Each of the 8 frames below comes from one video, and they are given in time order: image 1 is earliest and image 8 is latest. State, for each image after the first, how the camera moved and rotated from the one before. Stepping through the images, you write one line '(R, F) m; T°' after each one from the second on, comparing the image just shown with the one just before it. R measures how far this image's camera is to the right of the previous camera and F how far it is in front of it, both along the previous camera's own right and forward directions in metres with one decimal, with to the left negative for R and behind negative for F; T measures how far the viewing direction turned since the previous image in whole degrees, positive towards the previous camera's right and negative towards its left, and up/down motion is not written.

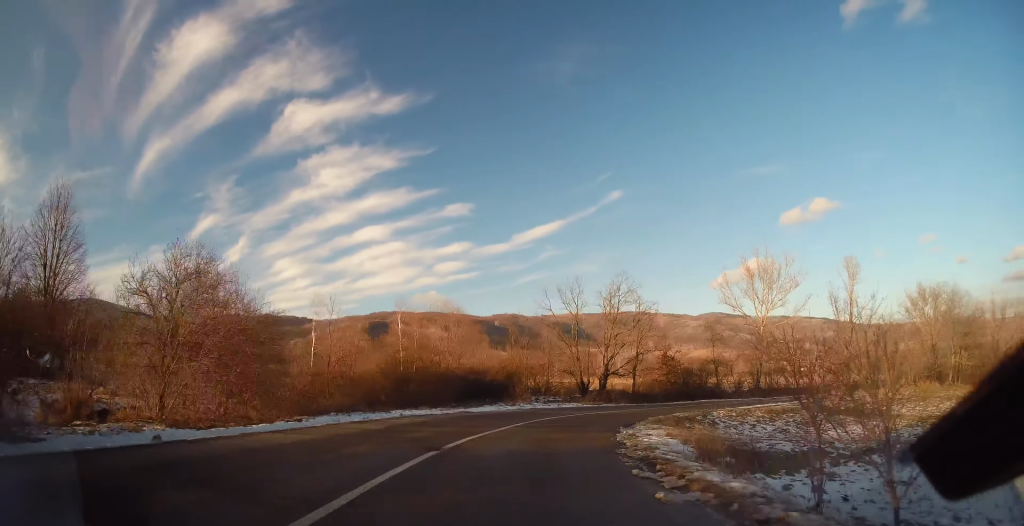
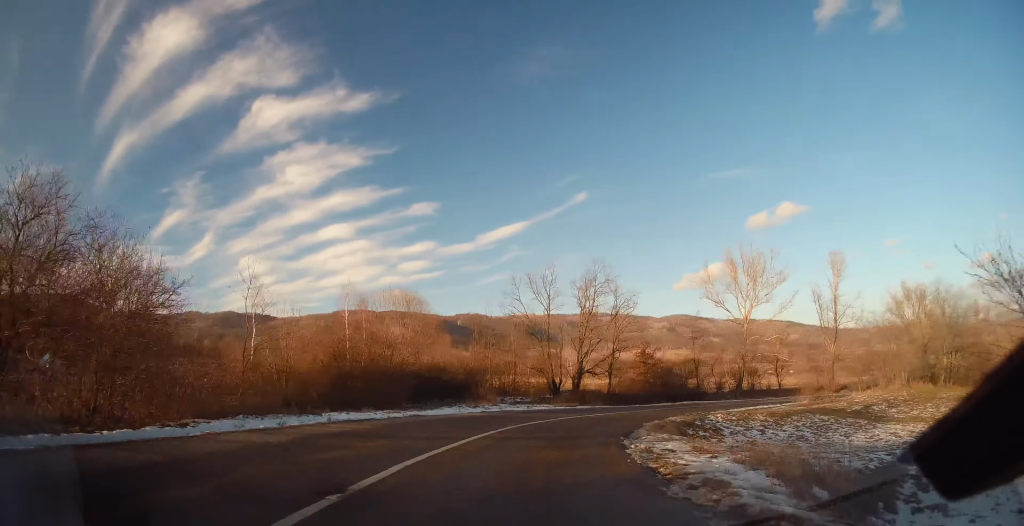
(+0.4, +5.5) m; +4°
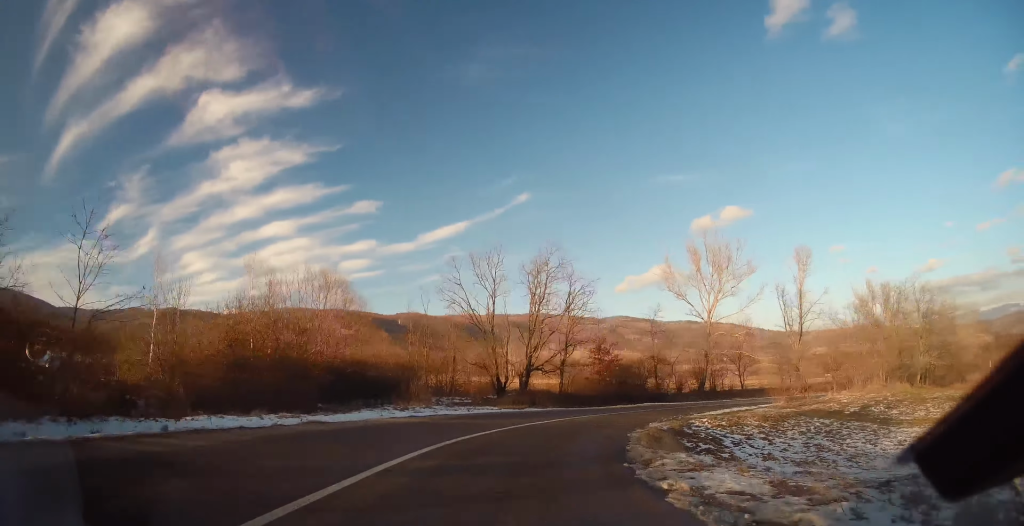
(+0.1, +6.4) m; +5°
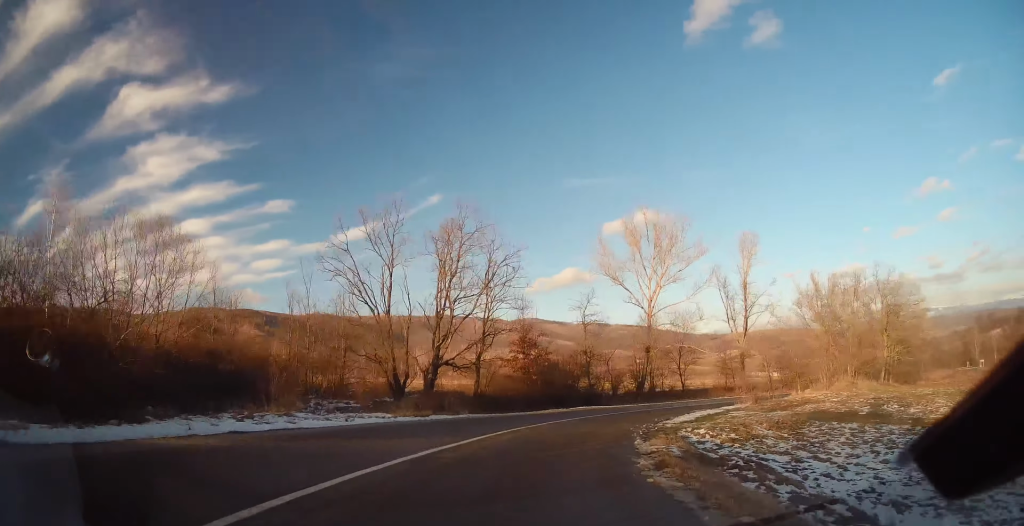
(+0.9, +9.6) m; +10°
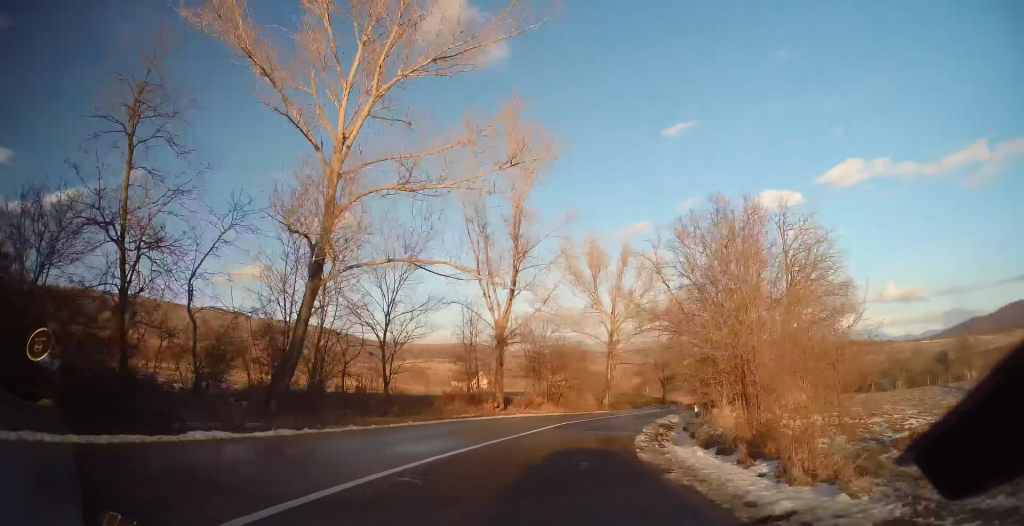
(+10.5, +34.3) m; +32°
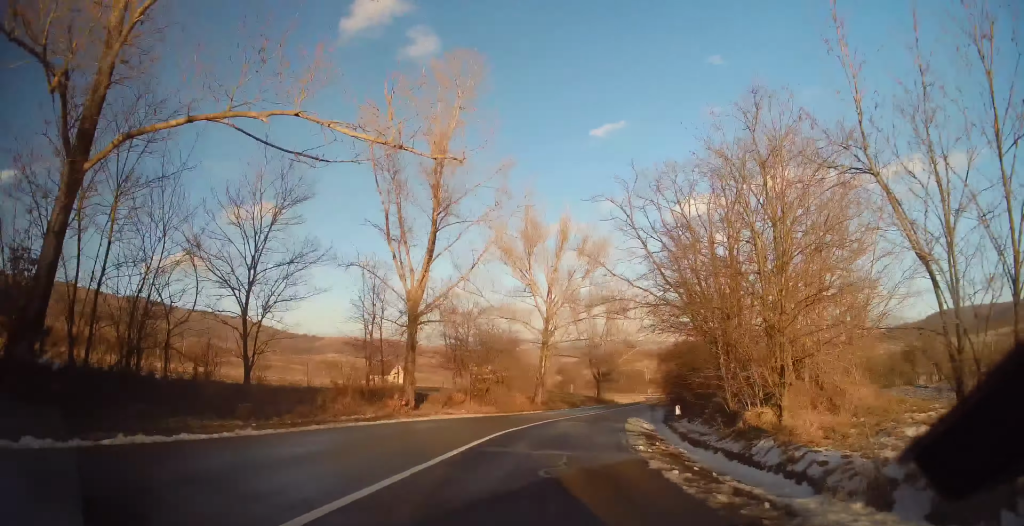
(+0.9, +9.2) m; +8°
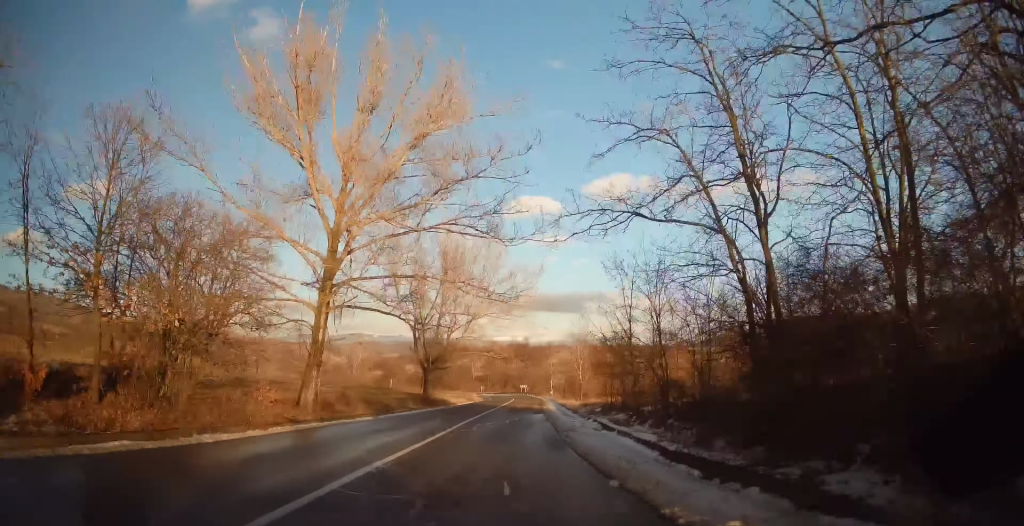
(+4.4, +25.9) m; +15°
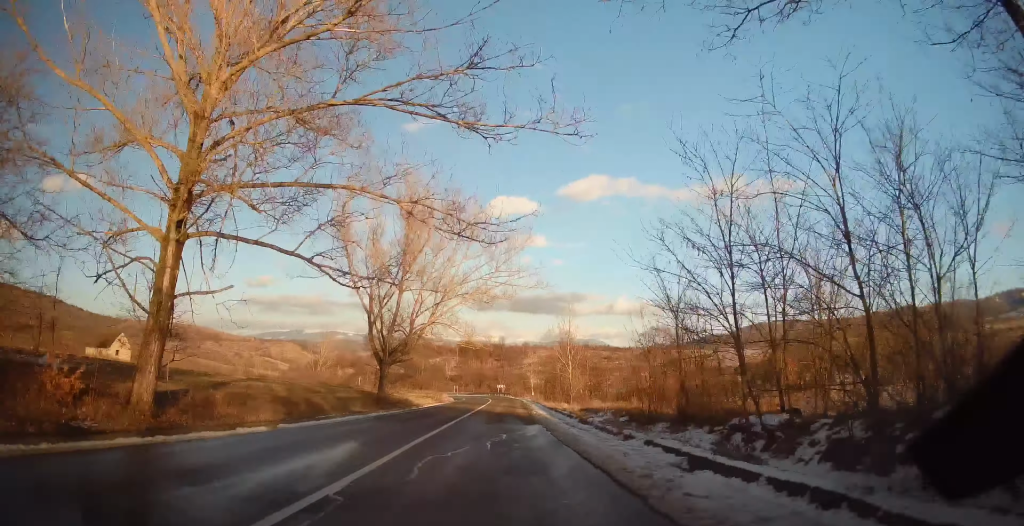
(+0.5, +11.2) m; +2°
